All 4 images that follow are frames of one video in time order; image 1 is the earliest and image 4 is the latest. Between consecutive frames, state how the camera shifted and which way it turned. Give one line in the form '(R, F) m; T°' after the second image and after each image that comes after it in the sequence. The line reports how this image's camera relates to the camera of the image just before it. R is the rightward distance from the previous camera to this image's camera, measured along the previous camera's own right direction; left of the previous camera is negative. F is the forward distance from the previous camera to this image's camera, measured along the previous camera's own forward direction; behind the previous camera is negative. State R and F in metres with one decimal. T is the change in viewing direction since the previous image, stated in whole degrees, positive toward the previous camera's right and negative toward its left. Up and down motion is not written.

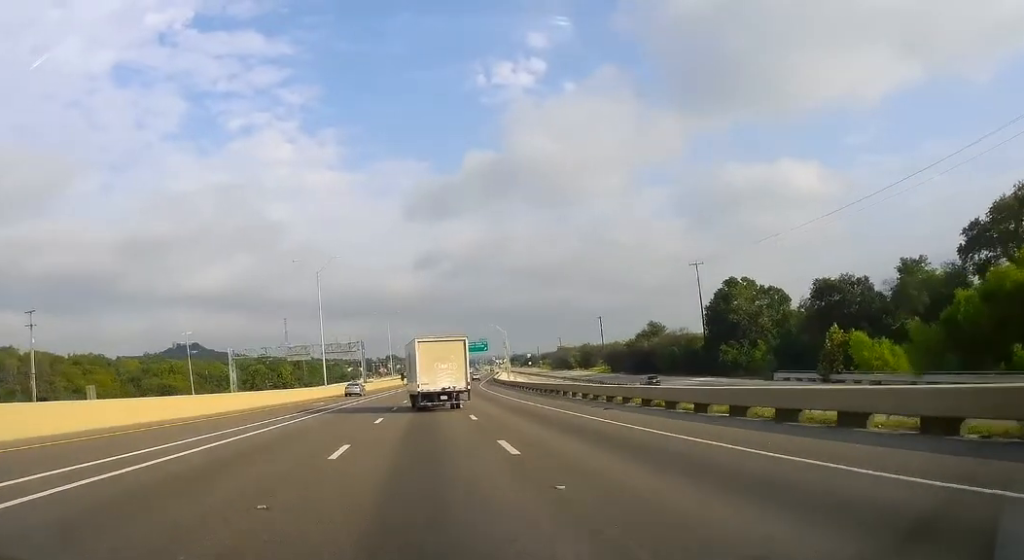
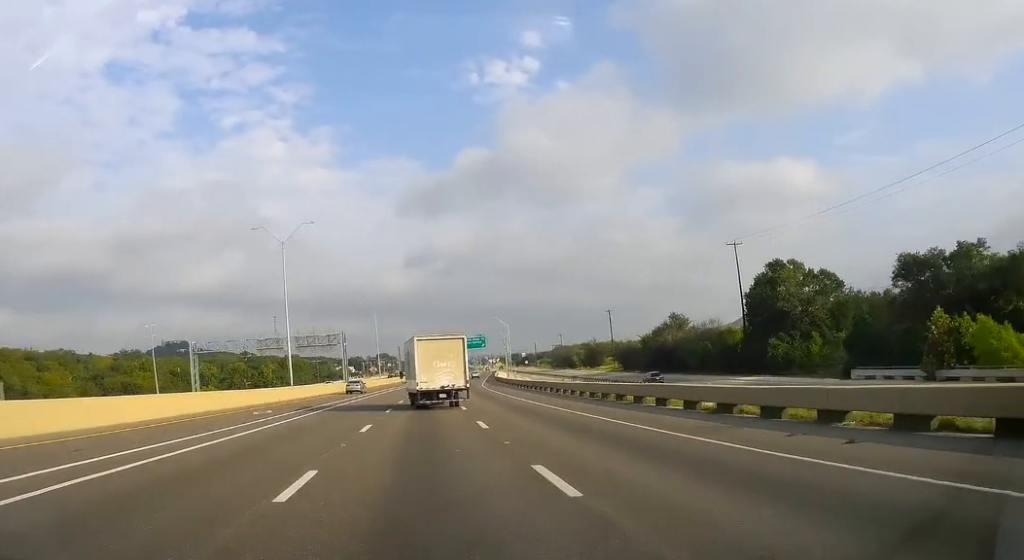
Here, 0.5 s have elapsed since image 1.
(+0.1, +17.3) m; +1°
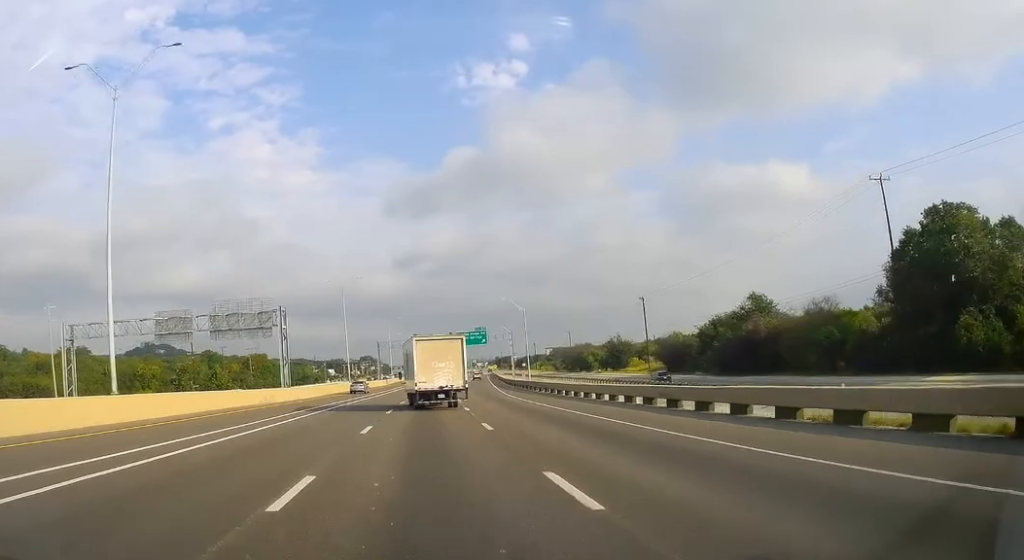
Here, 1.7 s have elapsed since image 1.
(+0.5, +37.2) m; +1°
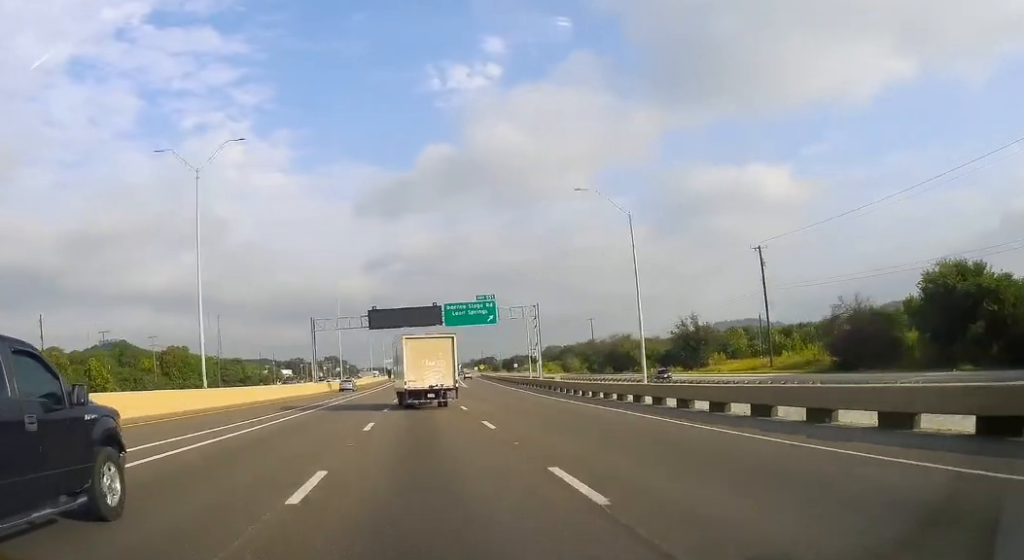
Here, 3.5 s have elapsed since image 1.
(-0.2, +60.8) m; +1°
